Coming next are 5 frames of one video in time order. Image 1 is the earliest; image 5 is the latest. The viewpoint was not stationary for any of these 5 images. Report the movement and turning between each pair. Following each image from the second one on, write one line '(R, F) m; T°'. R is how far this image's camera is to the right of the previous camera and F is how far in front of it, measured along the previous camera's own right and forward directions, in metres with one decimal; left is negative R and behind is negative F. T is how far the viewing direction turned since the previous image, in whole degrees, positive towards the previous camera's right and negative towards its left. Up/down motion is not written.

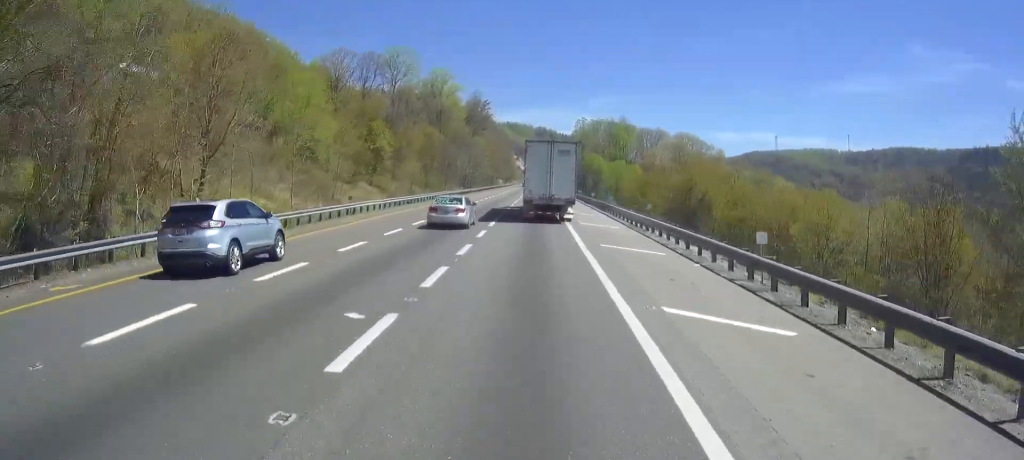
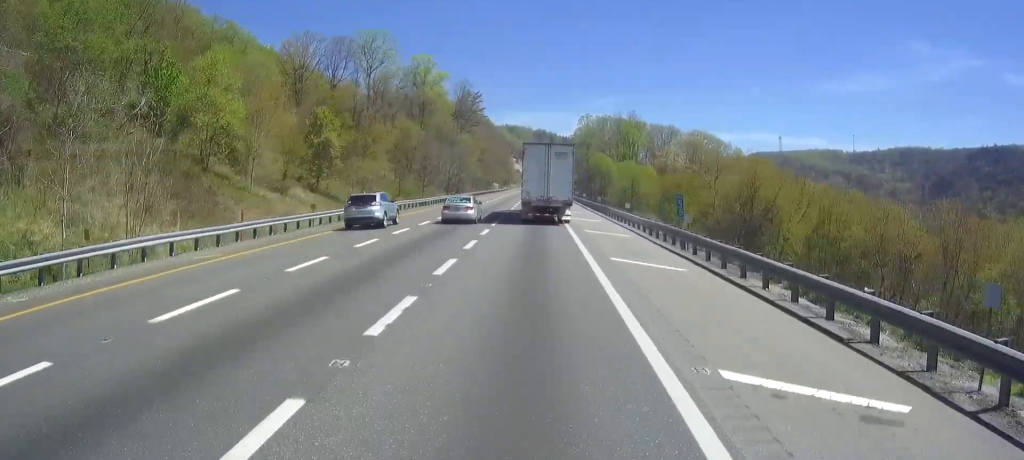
(+0.3, +27.5) m; -1°
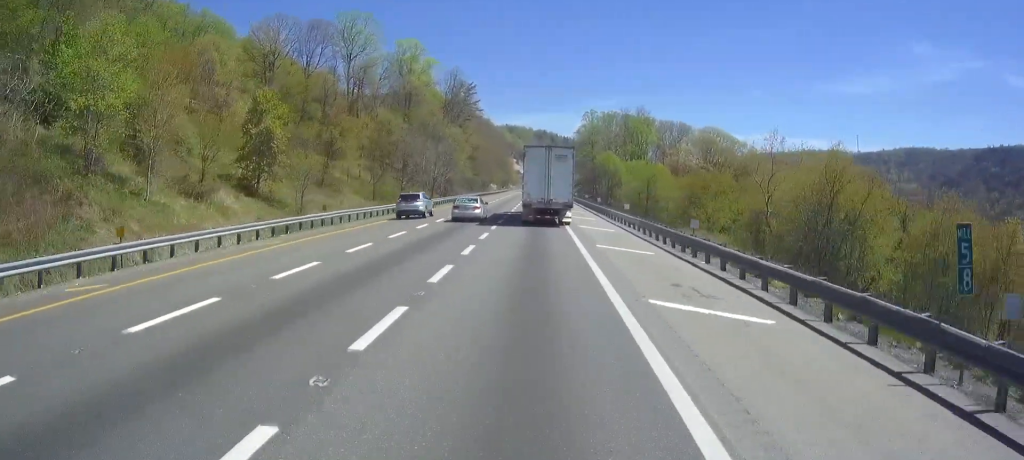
(-0.3, +18.8) m; 0°
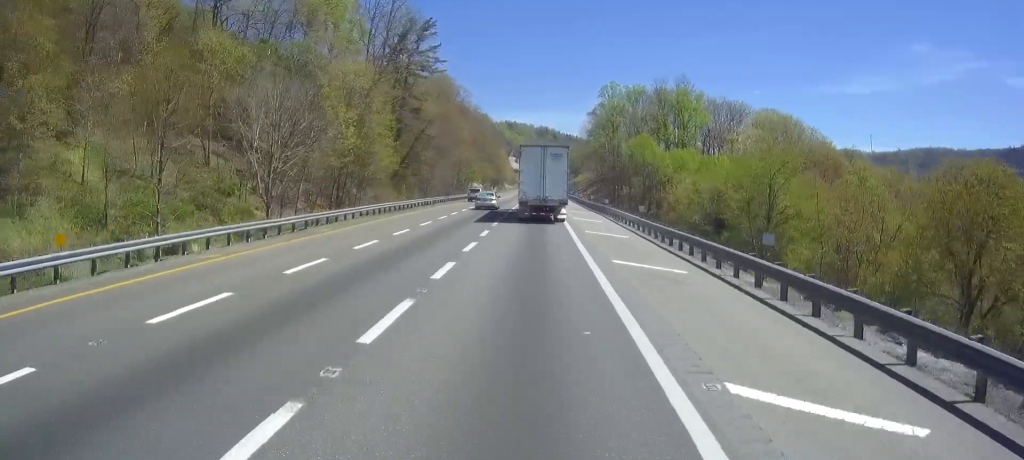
(+2.5, +65.1) m; +2°
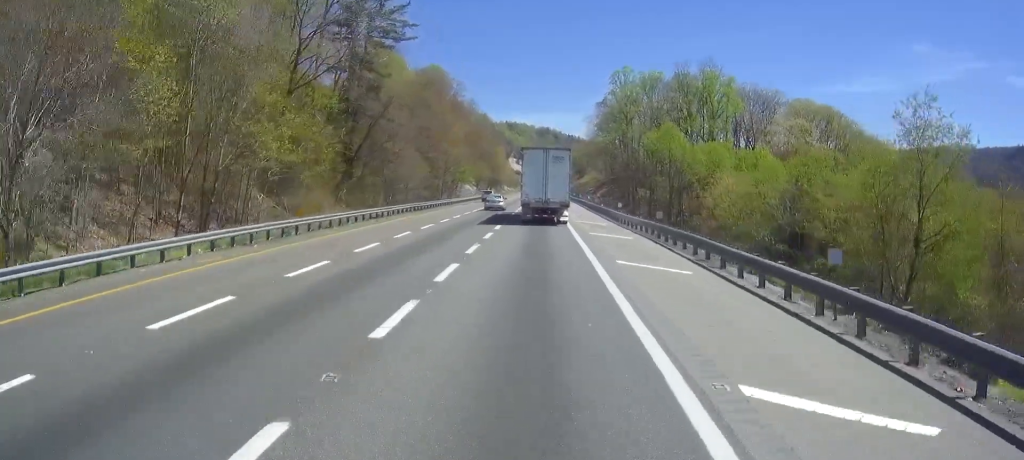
(-0.2, +24.5) m; -2°
